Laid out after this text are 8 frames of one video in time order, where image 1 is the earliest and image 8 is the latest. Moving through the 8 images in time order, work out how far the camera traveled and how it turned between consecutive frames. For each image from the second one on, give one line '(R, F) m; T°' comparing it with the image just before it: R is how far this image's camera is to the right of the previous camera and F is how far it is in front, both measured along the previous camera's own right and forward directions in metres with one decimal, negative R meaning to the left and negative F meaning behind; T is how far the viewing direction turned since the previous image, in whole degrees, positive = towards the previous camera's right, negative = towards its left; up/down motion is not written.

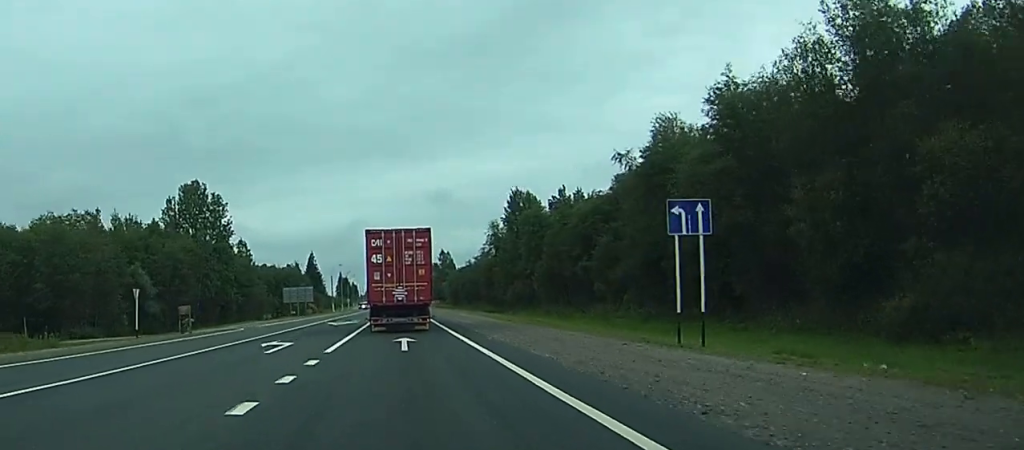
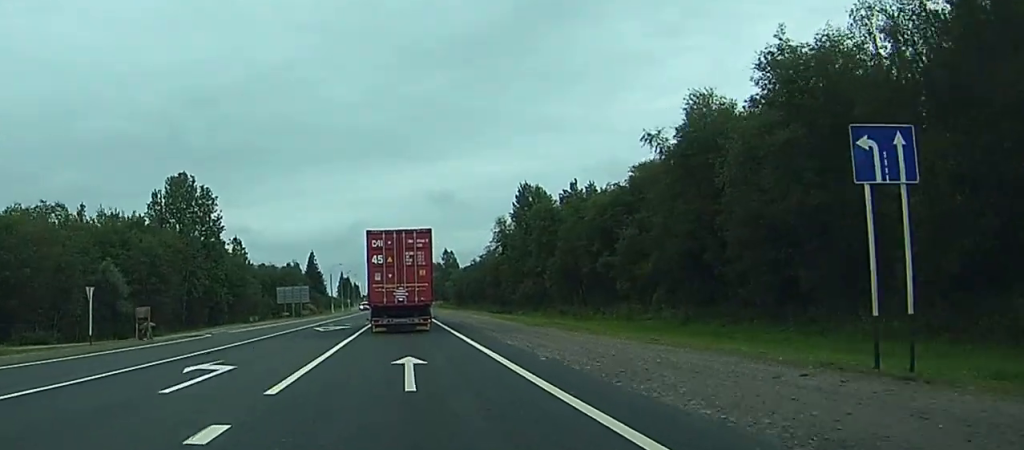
(0.0, +10.0) m; 0°
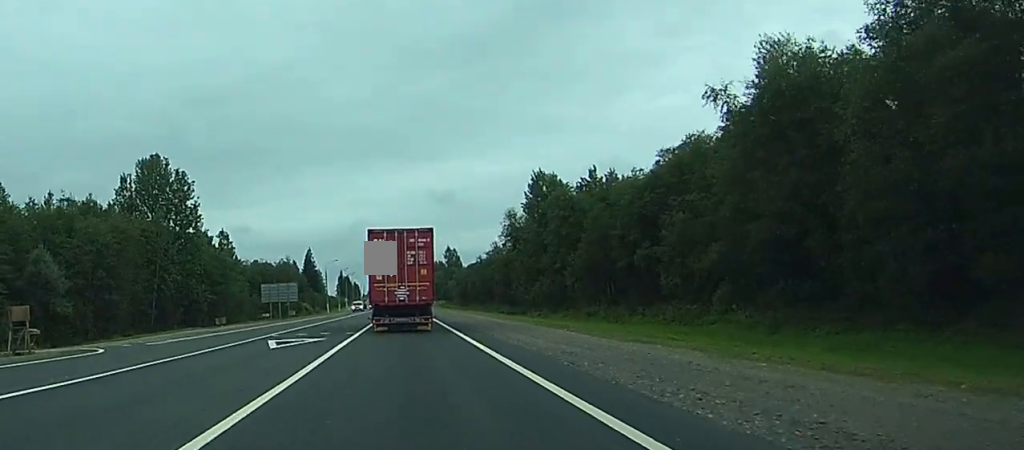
(0.0, +16.3) m; 0°
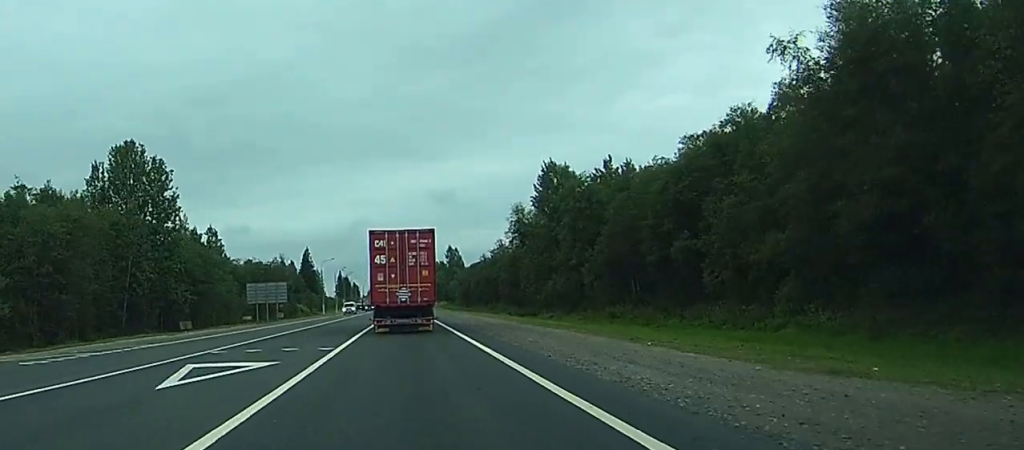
(0.0, +11.6) m; 0°
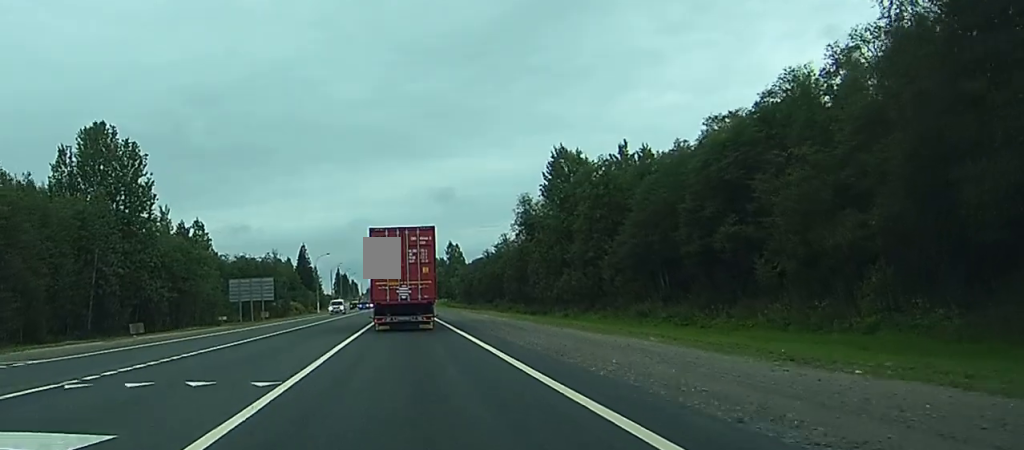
(0.0, +10.9) m; 0°
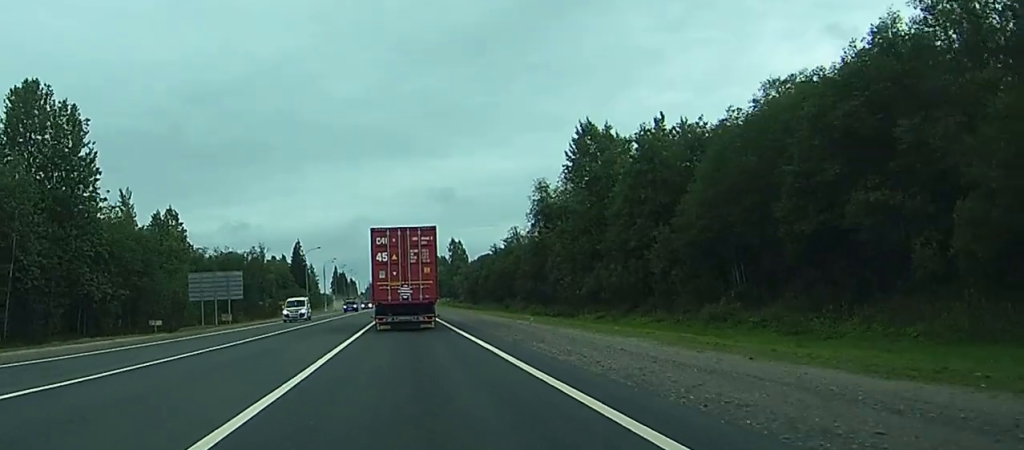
(0.0, +19.2) m; 0°
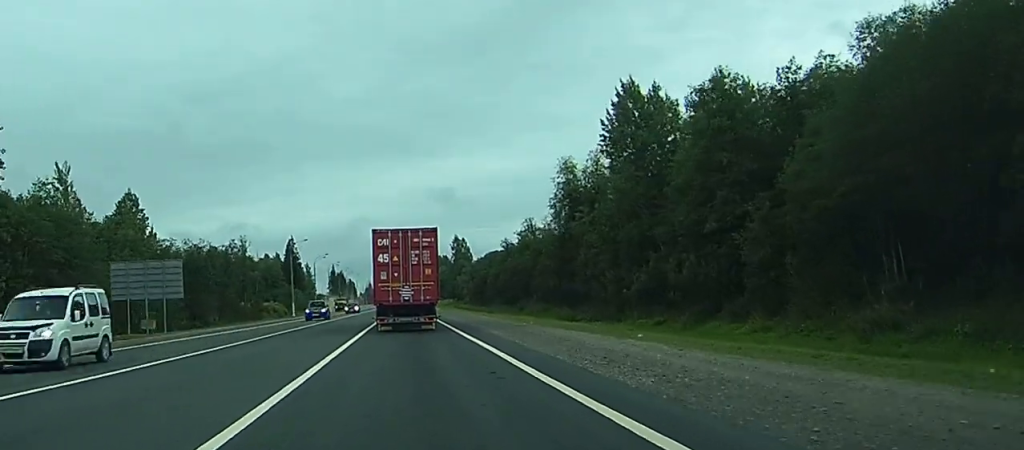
(-0.1, +22.1) m; 0°
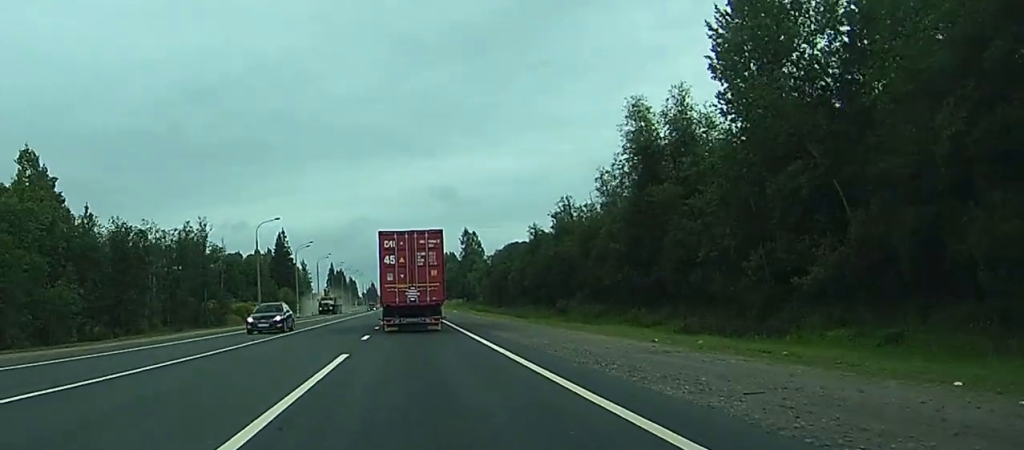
(+0.1, +35.5) m; 0°
